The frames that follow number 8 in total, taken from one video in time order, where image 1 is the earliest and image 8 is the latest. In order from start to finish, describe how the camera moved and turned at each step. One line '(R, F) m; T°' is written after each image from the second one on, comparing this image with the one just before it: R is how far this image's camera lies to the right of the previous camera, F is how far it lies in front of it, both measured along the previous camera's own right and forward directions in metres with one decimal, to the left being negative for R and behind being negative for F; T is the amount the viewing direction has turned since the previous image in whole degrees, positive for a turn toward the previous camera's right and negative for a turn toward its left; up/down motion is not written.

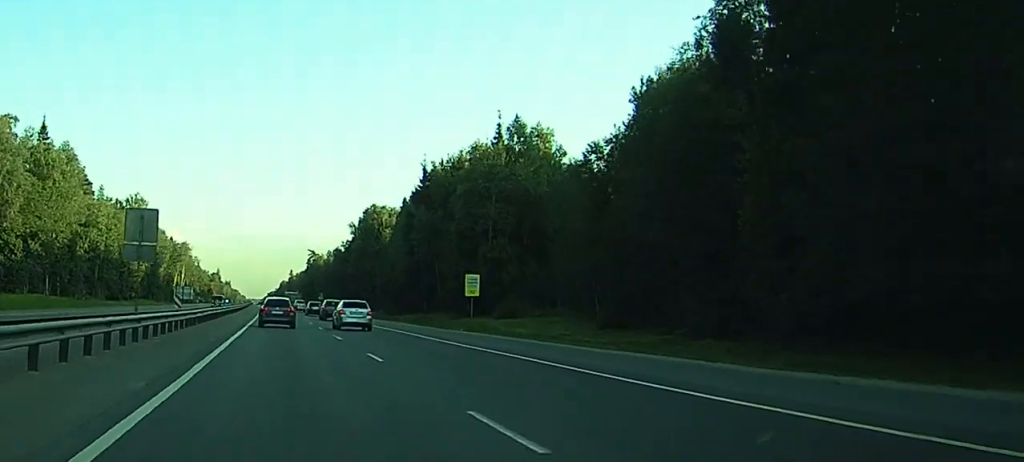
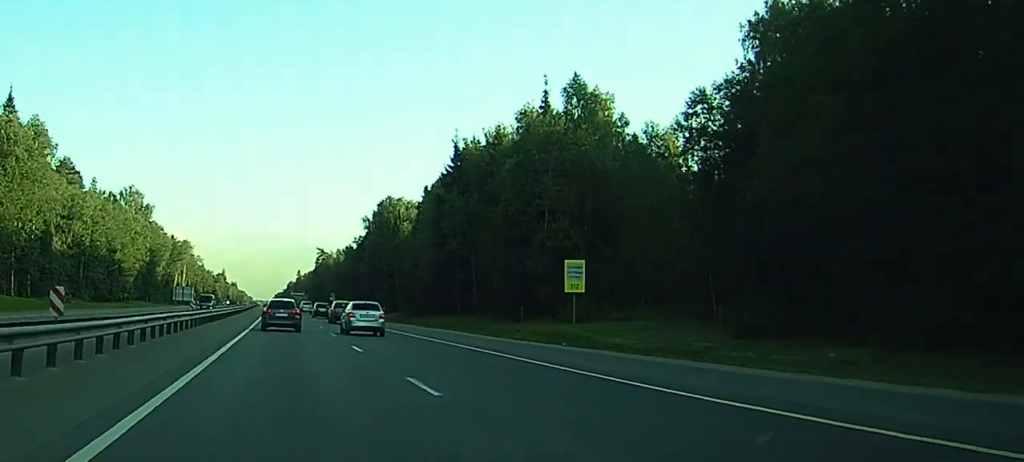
(+1.2, +17.7) m; +1°
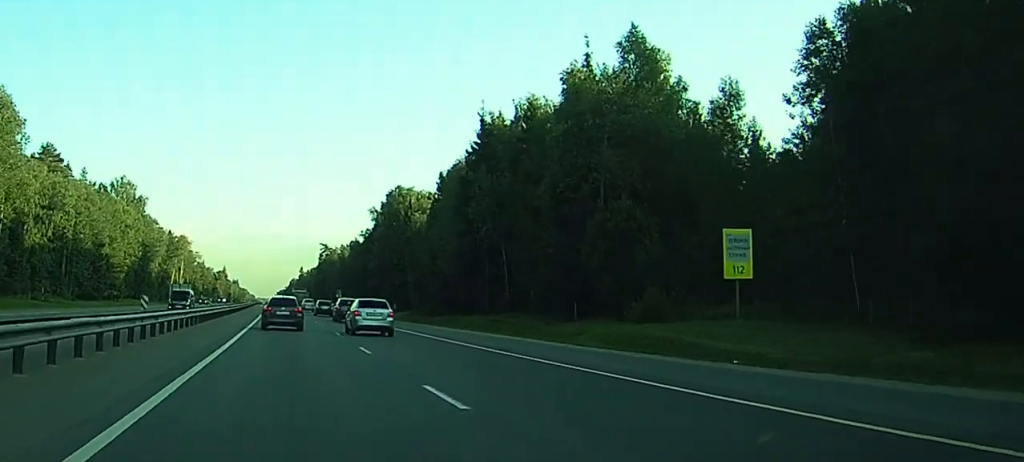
(+0.5, +13.0) m; 0°
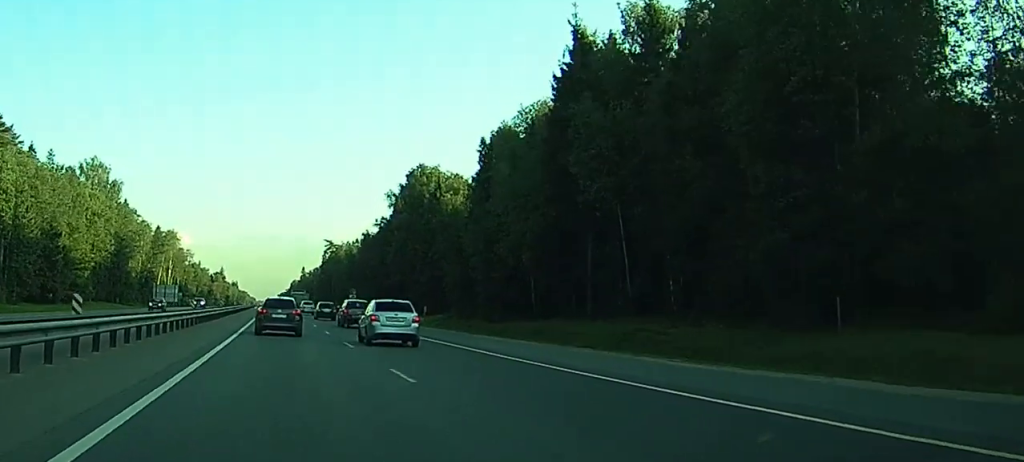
(-1.5, +30.2) m; -3°
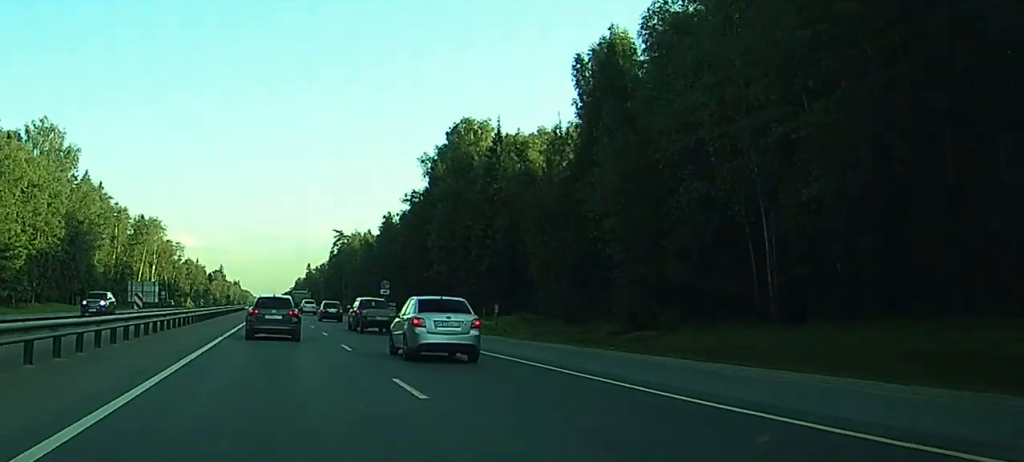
(+0.1, +38.3) m; +1°
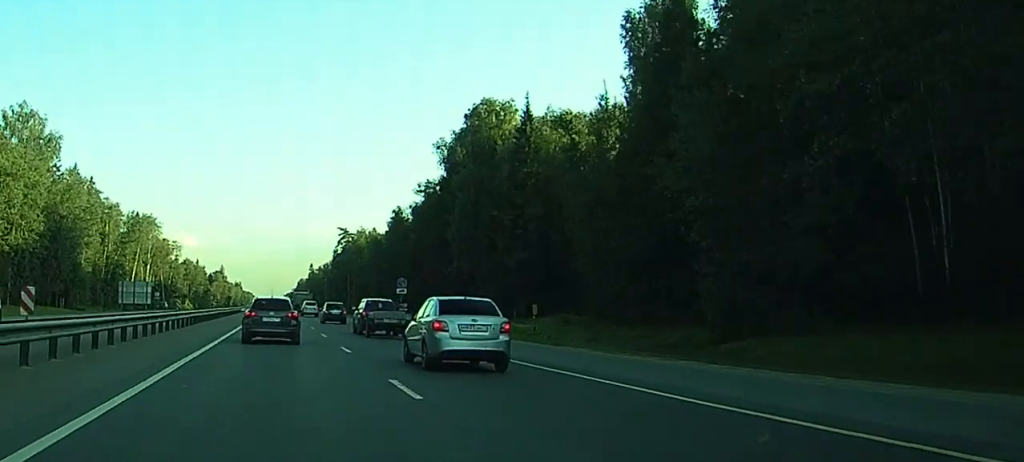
(0.0, +12.1) m; 0°
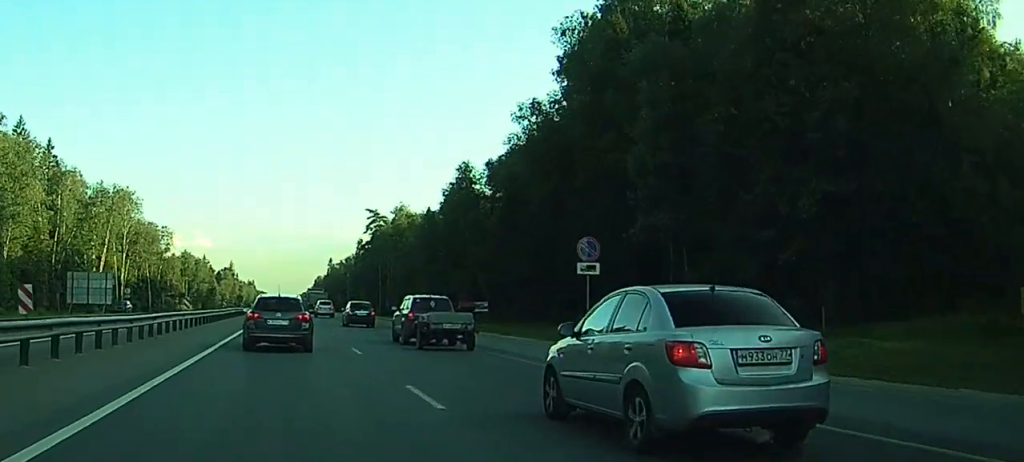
(-0.1, +49.4) m; -1°
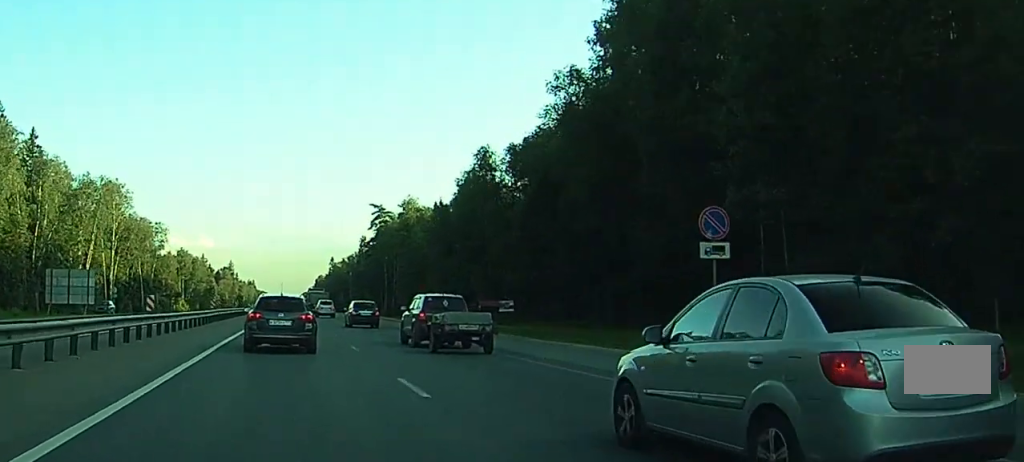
(-0.1, +10.7) m; 0°
